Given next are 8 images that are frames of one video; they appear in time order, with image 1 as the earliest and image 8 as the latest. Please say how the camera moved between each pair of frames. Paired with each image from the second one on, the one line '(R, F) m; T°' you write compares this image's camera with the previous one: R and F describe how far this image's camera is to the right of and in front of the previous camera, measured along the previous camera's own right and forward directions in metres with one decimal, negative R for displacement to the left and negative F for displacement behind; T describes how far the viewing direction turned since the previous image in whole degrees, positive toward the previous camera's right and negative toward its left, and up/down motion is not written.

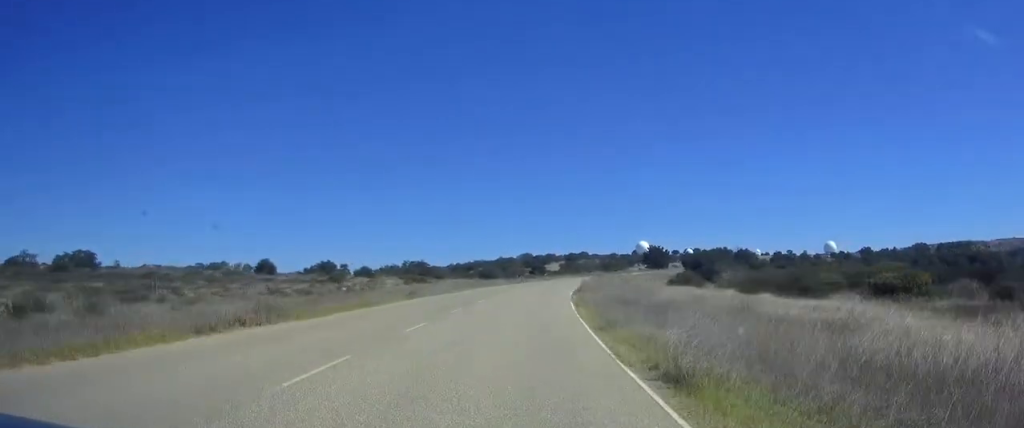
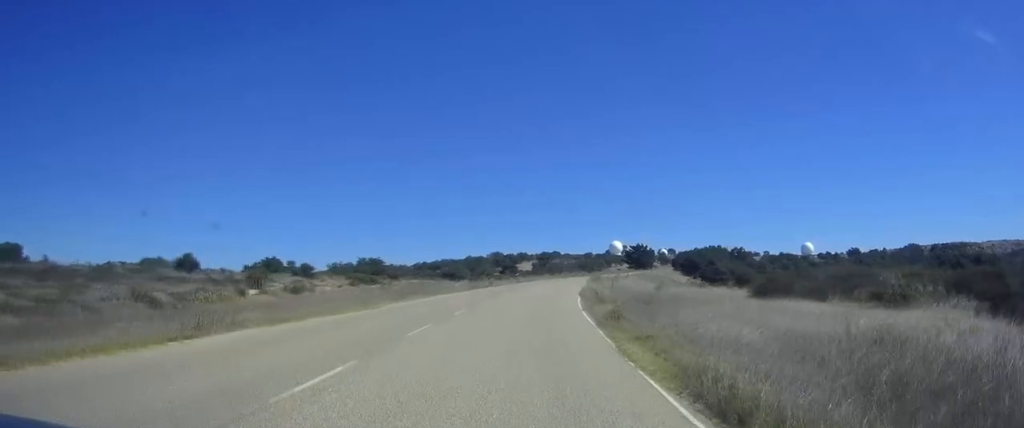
(+0.7, +21.9) m; +4°
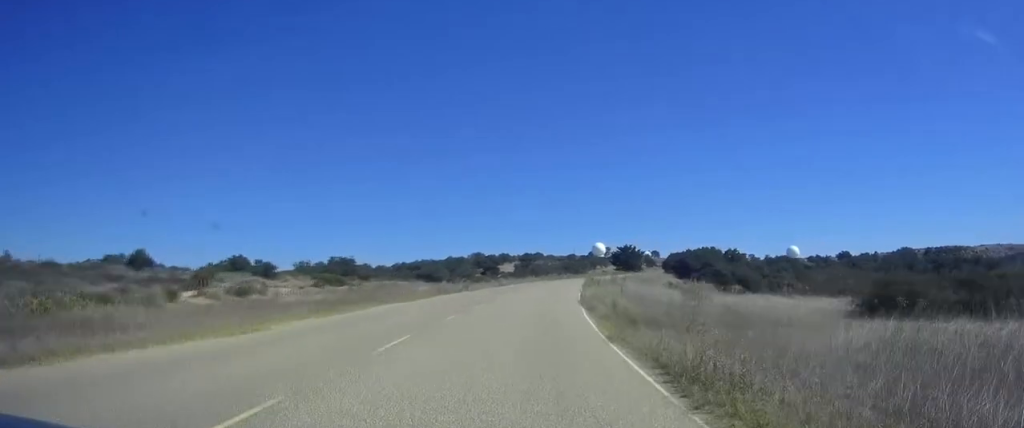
(+0.1, +10.3) m; +2°
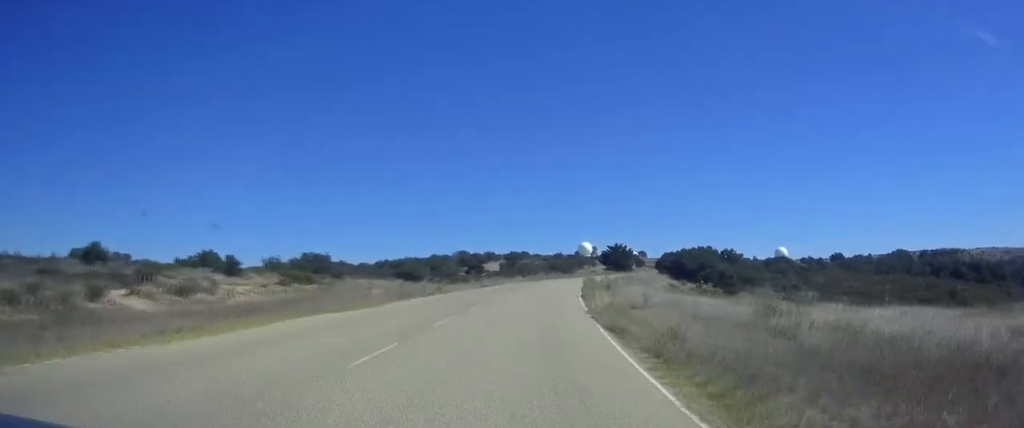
(+0.2, +9.1) m; +1°
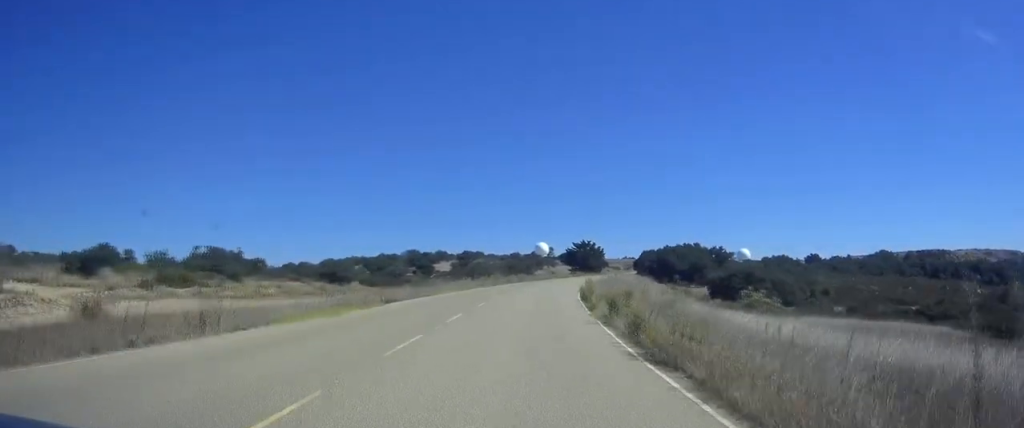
(+0.9, +26.7) m; +4°
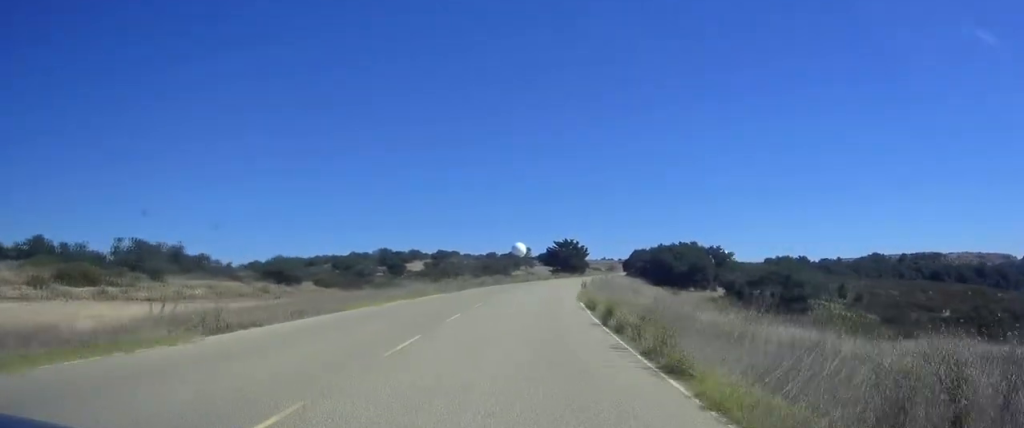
(+0.3, +15.0) m; +2°
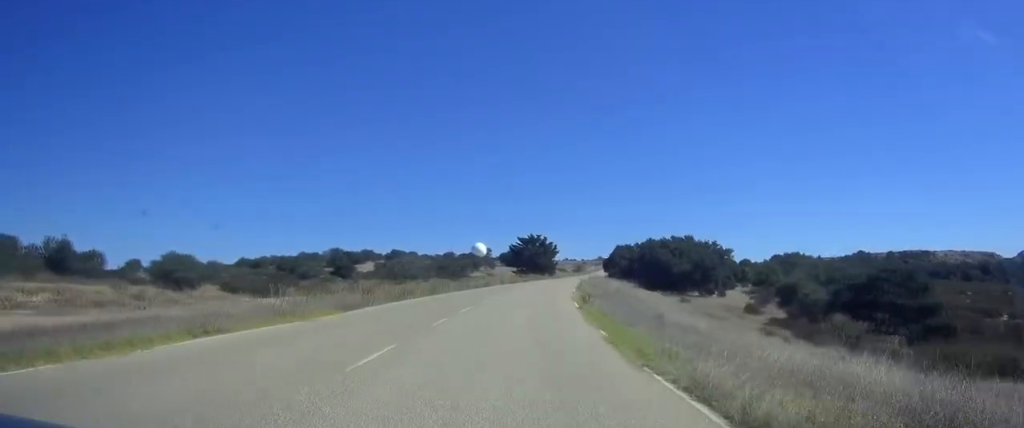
(+0.6, +22.8) m; +3°
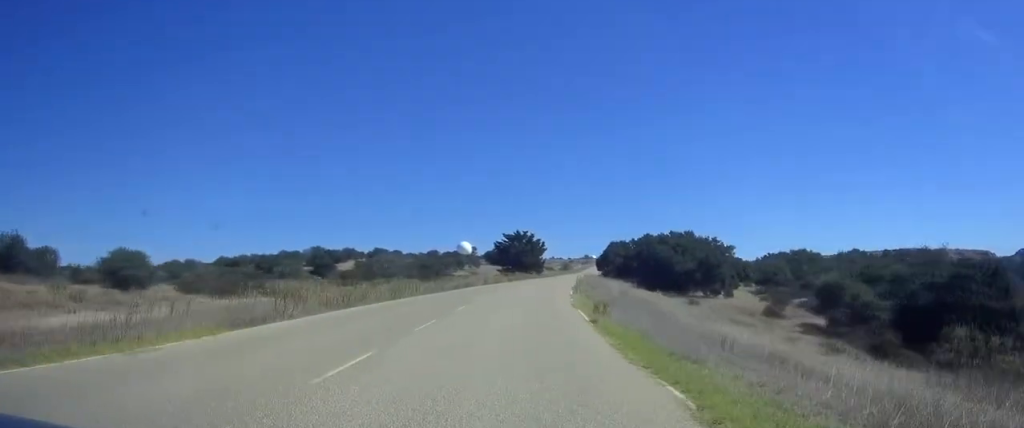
(0.0, +8.5) m; +1°
